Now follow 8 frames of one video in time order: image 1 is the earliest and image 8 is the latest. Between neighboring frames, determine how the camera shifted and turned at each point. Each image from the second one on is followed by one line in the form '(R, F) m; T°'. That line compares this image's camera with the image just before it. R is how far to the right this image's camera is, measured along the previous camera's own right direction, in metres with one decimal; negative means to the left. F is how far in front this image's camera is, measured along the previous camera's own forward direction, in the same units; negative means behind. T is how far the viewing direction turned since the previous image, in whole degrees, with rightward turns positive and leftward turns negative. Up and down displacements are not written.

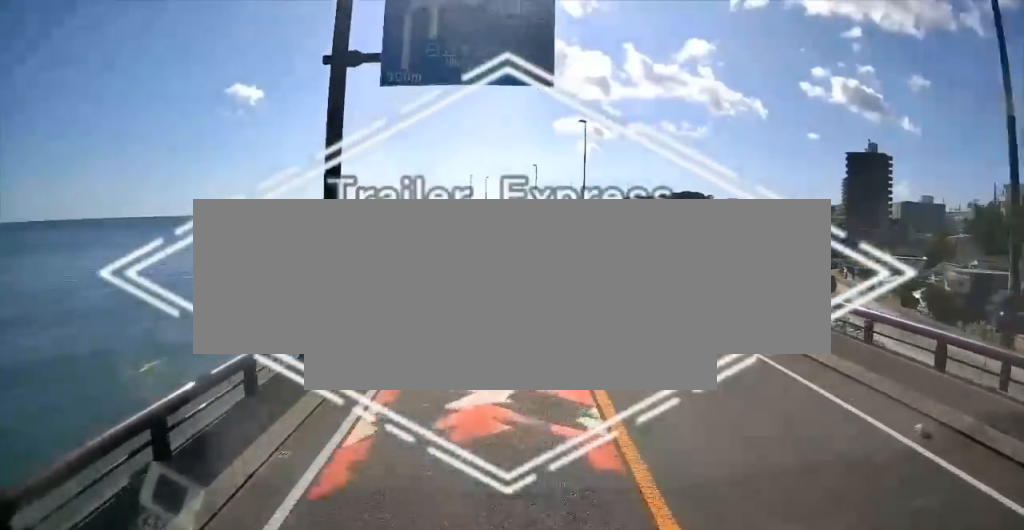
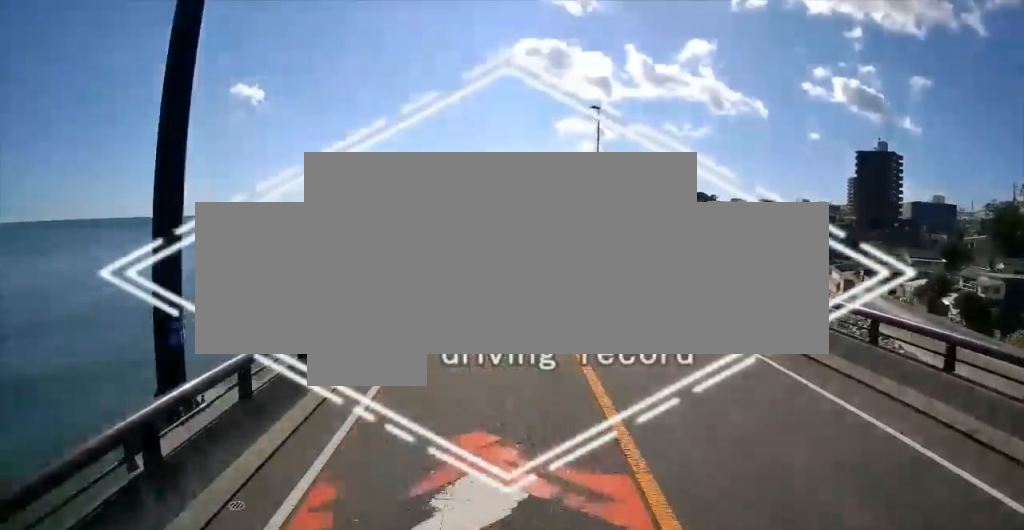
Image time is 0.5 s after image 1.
(0.0, +6.2) m; -1°
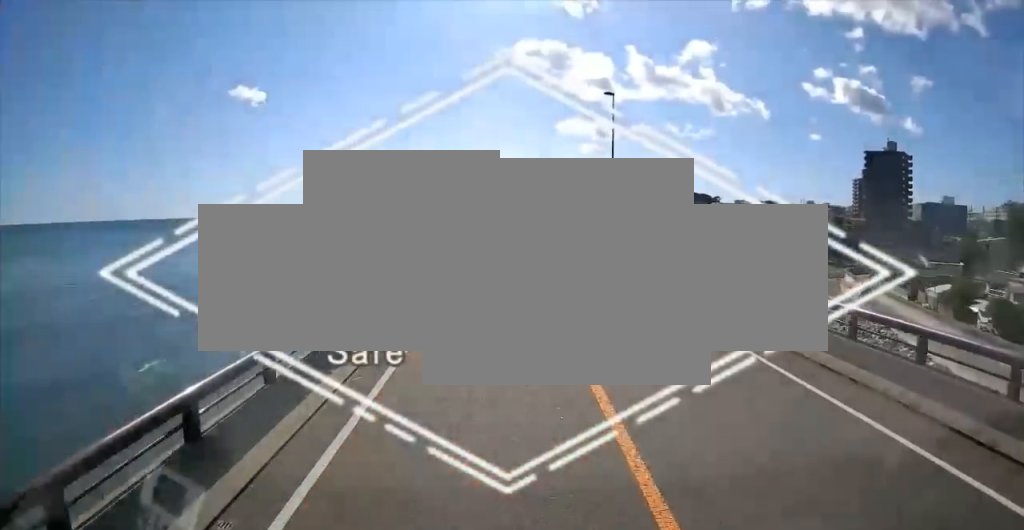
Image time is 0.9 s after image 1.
(-0.3, +5.3) m; 0°
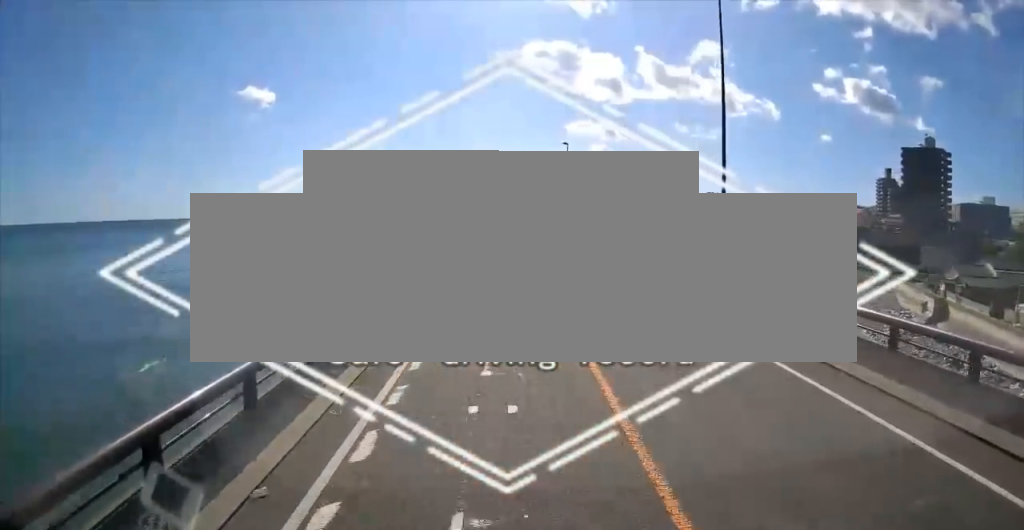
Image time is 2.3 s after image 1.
(+0.4, +17.2) m; 0°
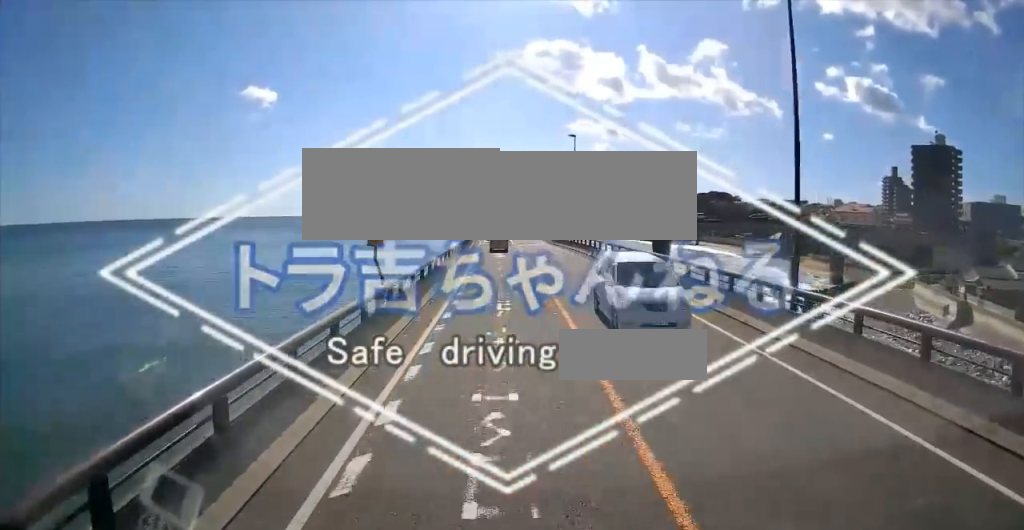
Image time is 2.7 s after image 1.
(-0.3, +4.9) m; -1°
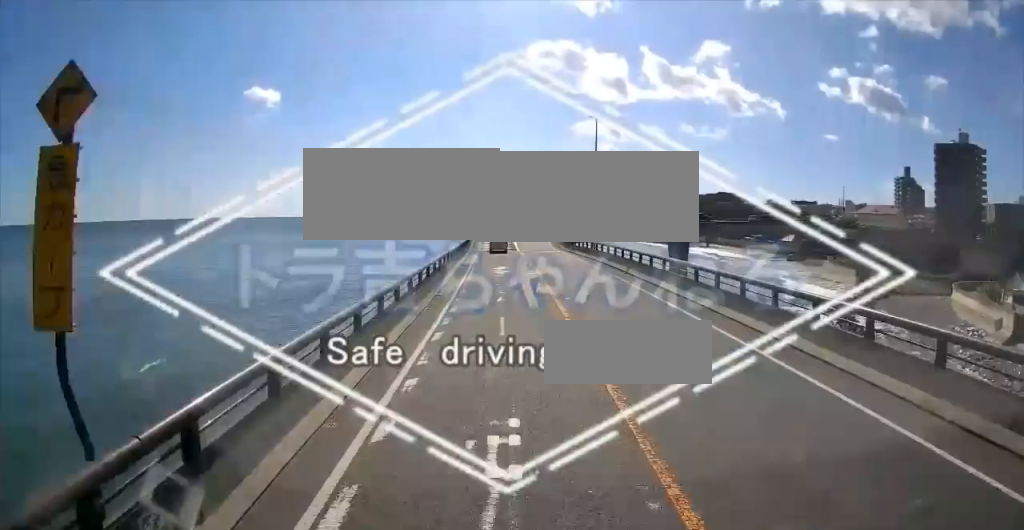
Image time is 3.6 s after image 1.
(-0.4, +11.0) m; -1°
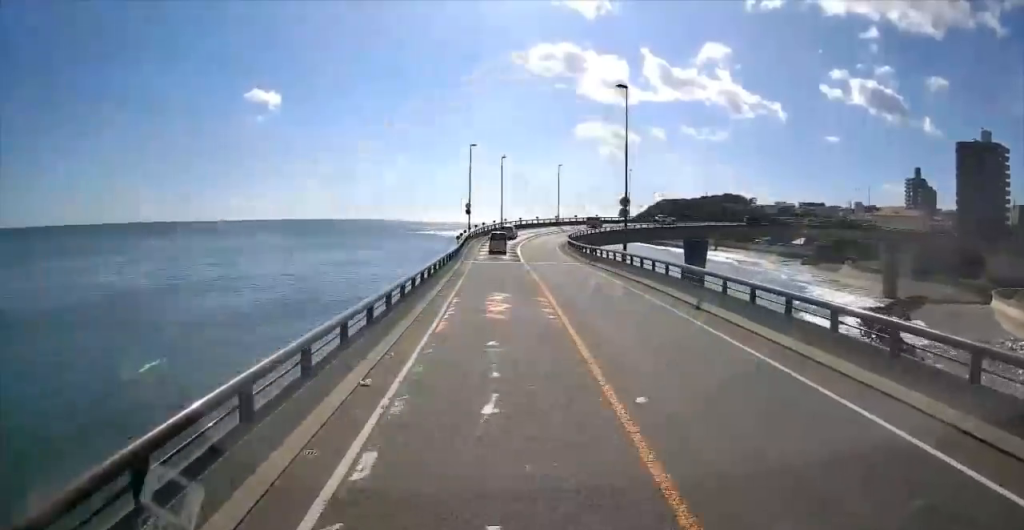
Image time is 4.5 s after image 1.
(0.0, +11.0) m; +2°
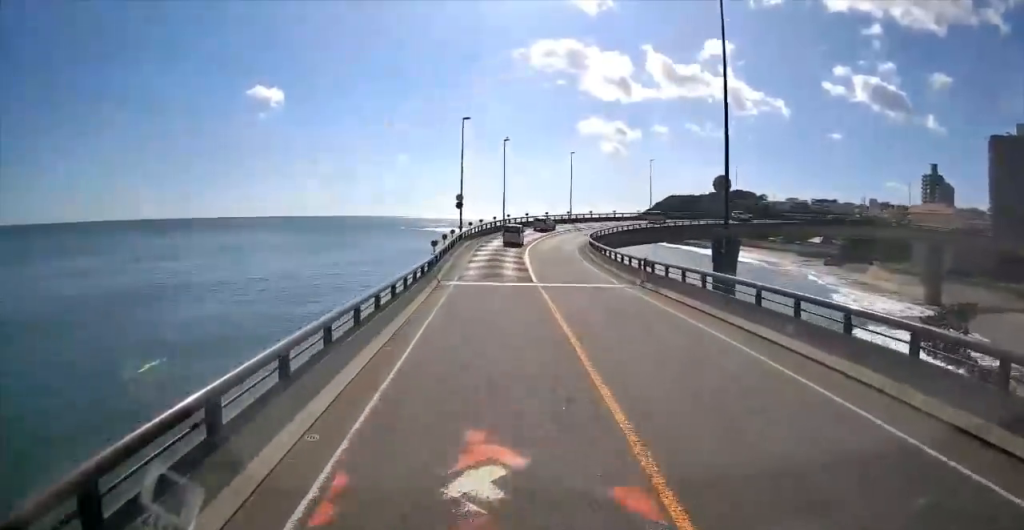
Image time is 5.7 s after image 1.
(+0.4, +14.6) m; +1°
